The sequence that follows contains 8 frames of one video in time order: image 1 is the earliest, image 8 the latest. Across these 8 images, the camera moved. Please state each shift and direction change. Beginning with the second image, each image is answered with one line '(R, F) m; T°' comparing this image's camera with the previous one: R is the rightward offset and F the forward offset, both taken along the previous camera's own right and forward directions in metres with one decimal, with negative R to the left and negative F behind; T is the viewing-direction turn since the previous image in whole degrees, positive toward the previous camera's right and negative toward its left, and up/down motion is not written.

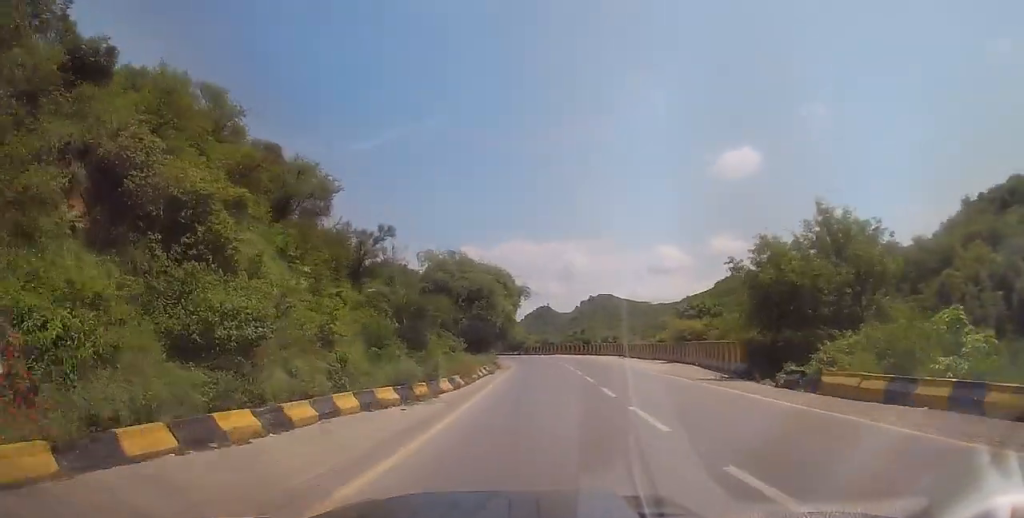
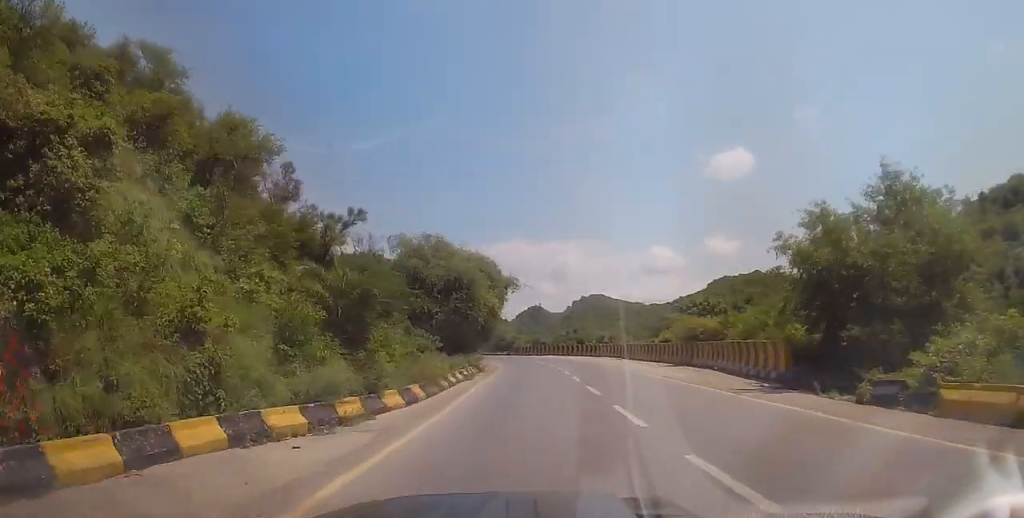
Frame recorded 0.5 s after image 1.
(+0.4, +5.4) m; 0°
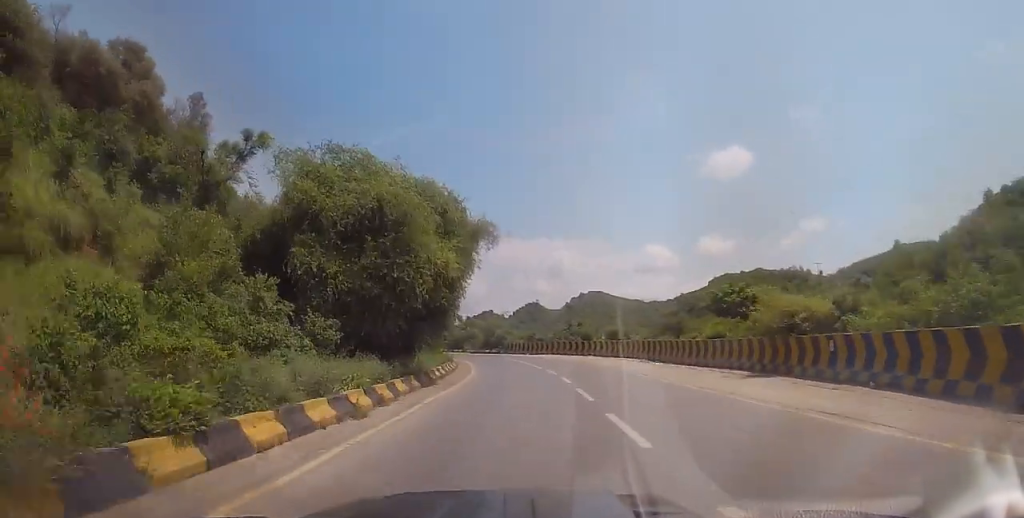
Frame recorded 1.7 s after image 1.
(-0.5, +14.3) m; +2°
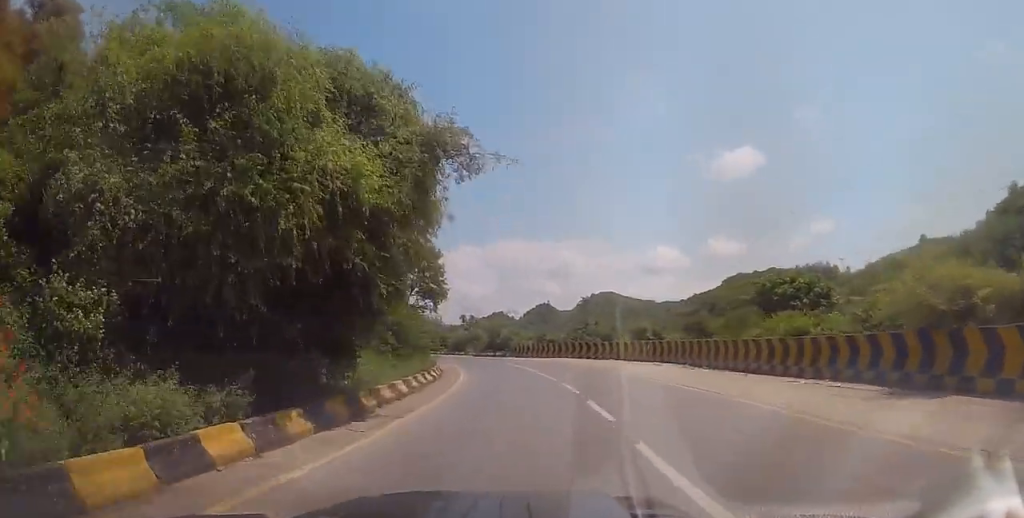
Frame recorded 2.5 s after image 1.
(+1.0, +9.0) m; 0°
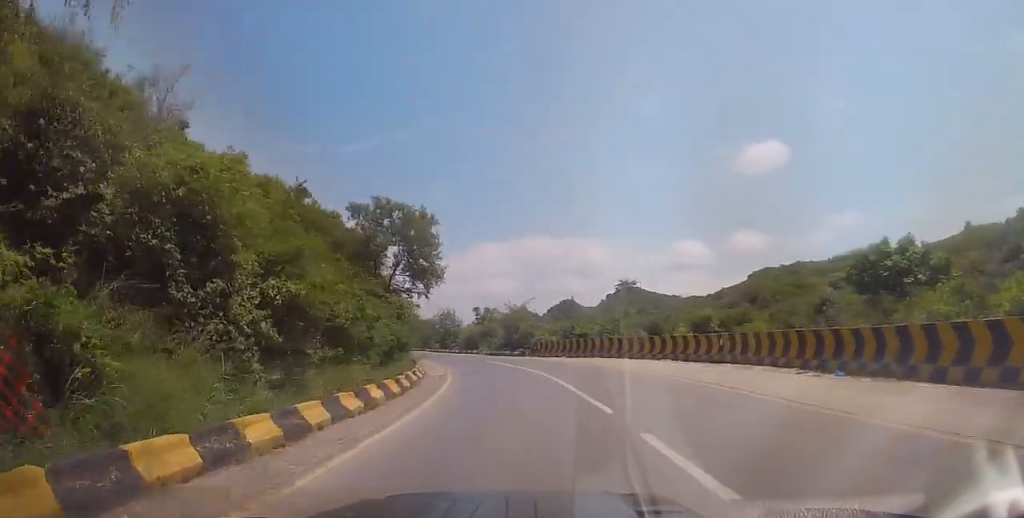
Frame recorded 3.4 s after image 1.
(-1.3, +11.4) m; -3°
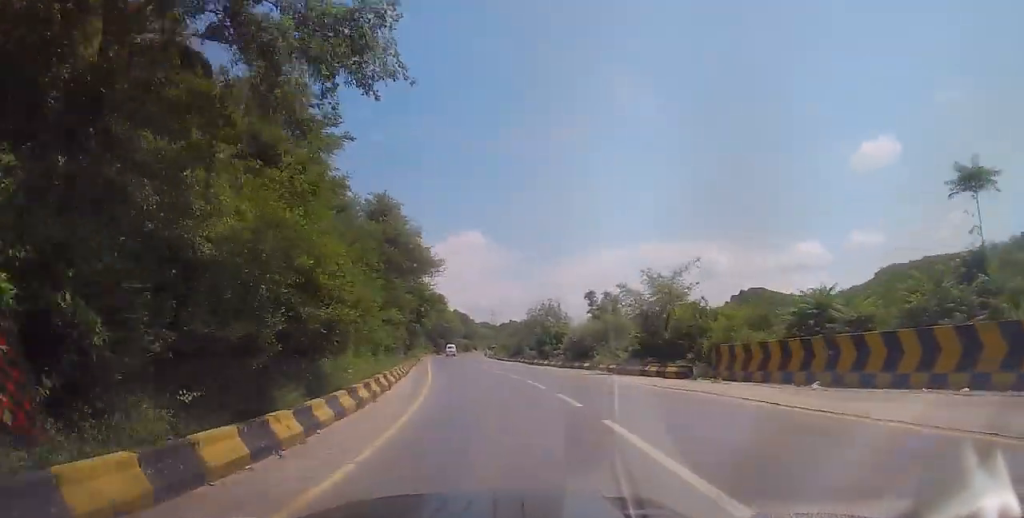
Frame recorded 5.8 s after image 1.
(-1.6, +27.7) m; -9°
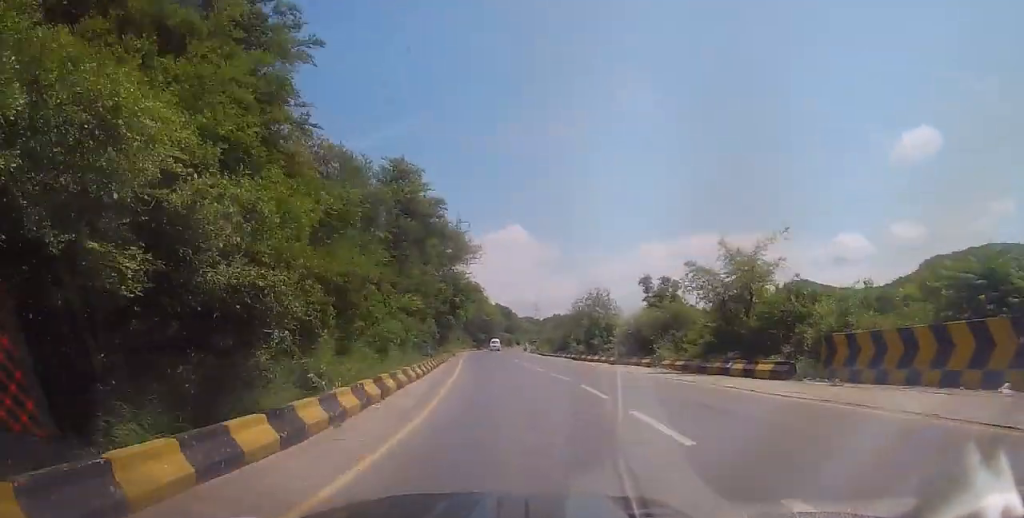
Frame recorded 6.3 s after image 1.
(+0.1, +6.0) m; -2°
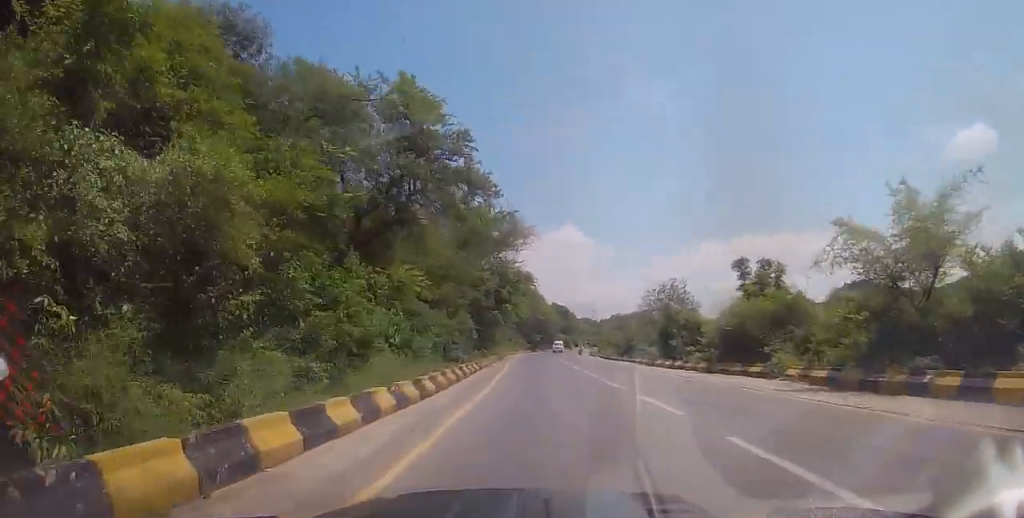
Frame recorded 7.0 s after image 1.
(-0.3, +9.0) m; -4°
